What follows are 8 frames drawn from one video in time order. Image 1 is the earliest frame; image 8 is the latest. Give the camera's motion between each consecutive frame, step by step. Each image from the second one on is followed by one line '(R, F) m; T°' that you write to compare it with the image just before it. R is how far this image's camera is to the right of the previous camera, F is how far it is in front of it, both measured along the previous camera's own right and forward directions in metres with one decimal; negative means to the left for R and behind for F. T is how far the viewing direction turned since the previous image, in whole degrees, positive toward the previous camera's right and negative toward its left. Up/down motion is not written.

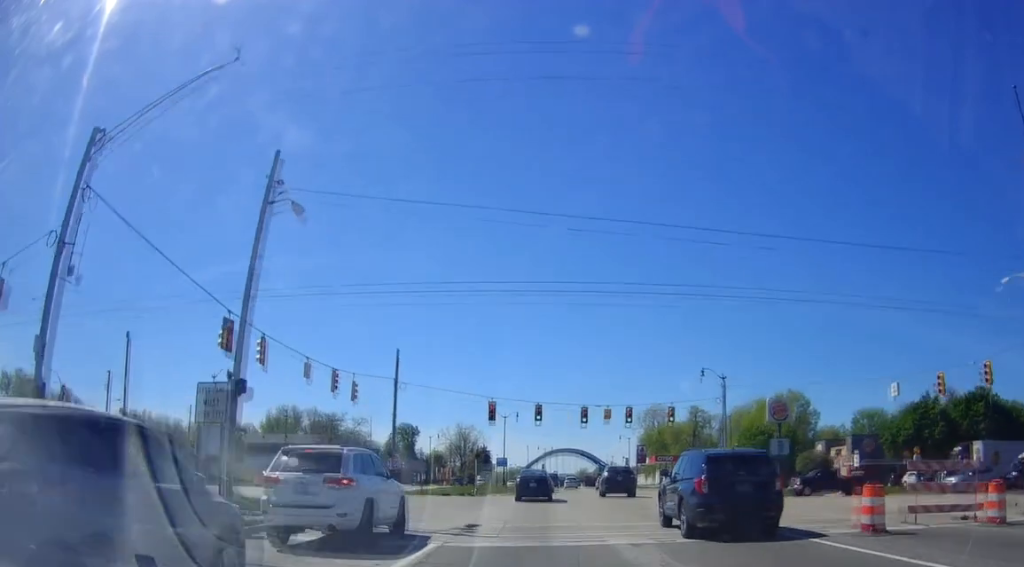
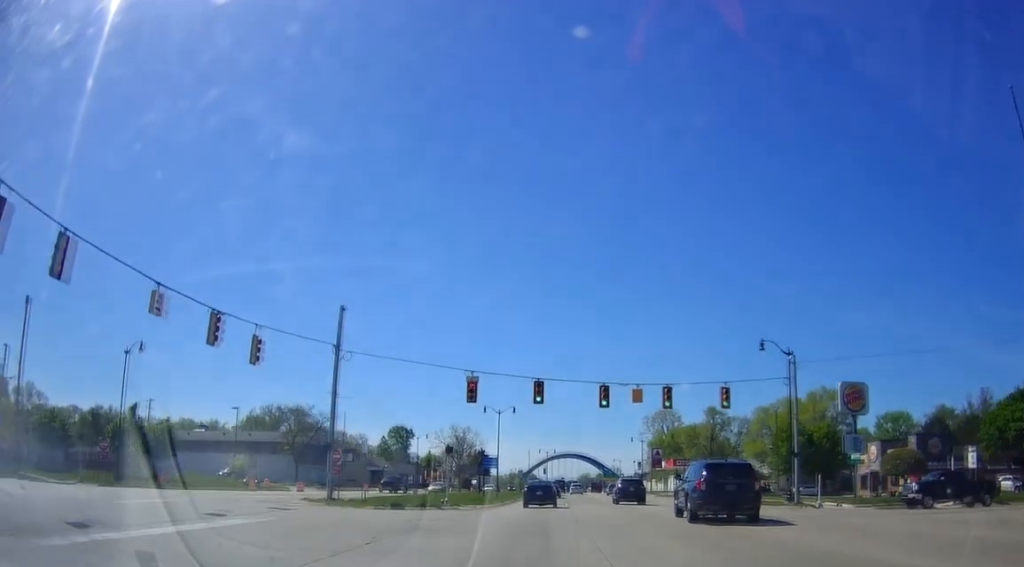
(+0.1, +16.9) m; 0°
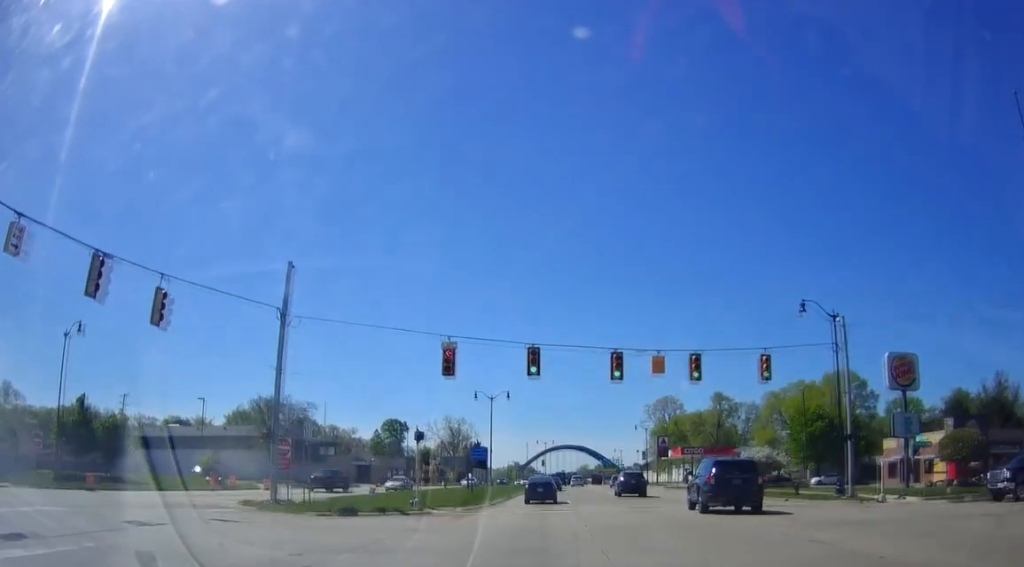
(0.0, +8.4) m; -1°
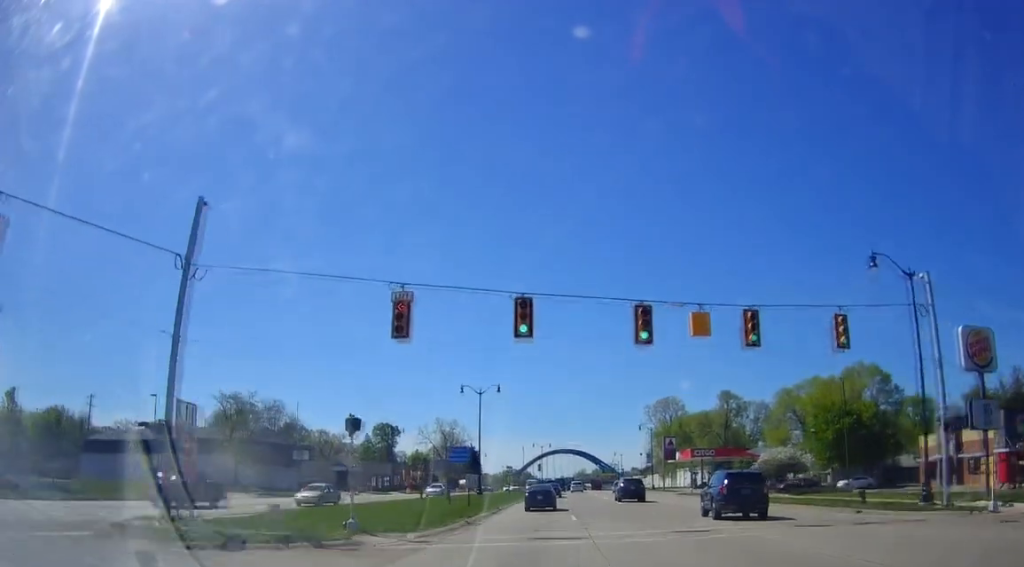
(0.0, +9.5) m; -1°
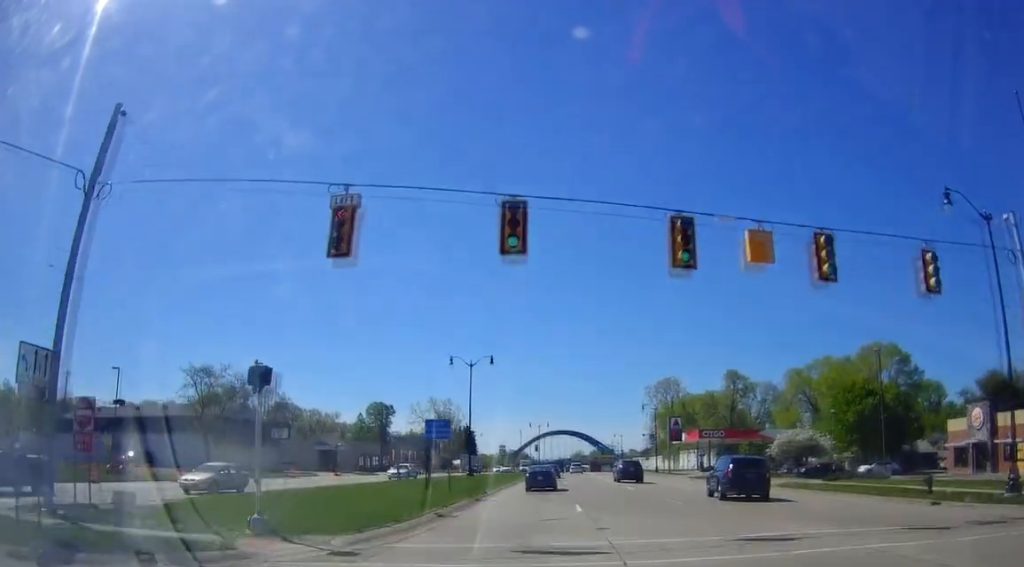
(-0.3, +6.5) m; 0°
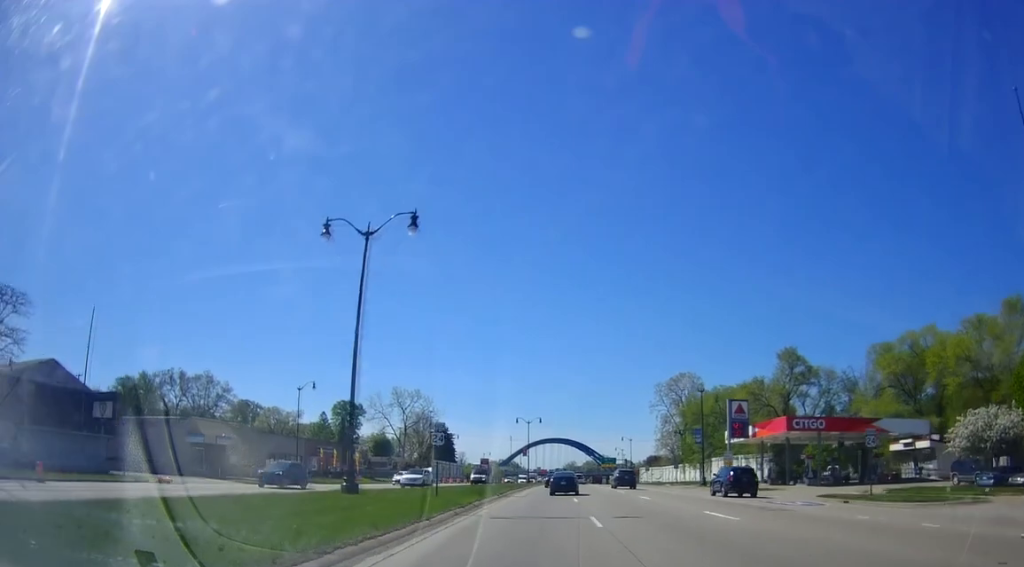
(+0.9, +34.4) m; +4°
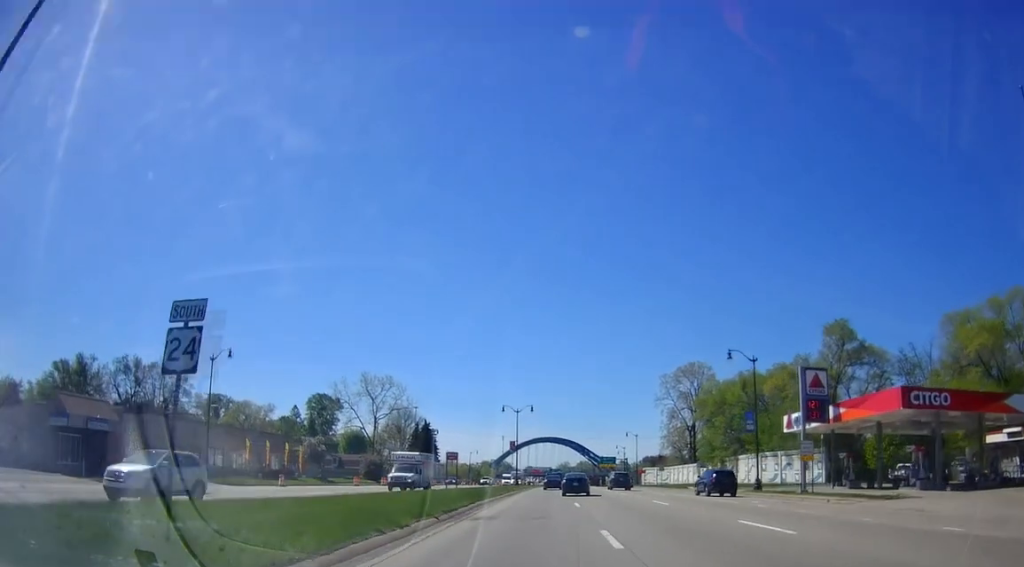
(+0.5, +18.5) m; +1°
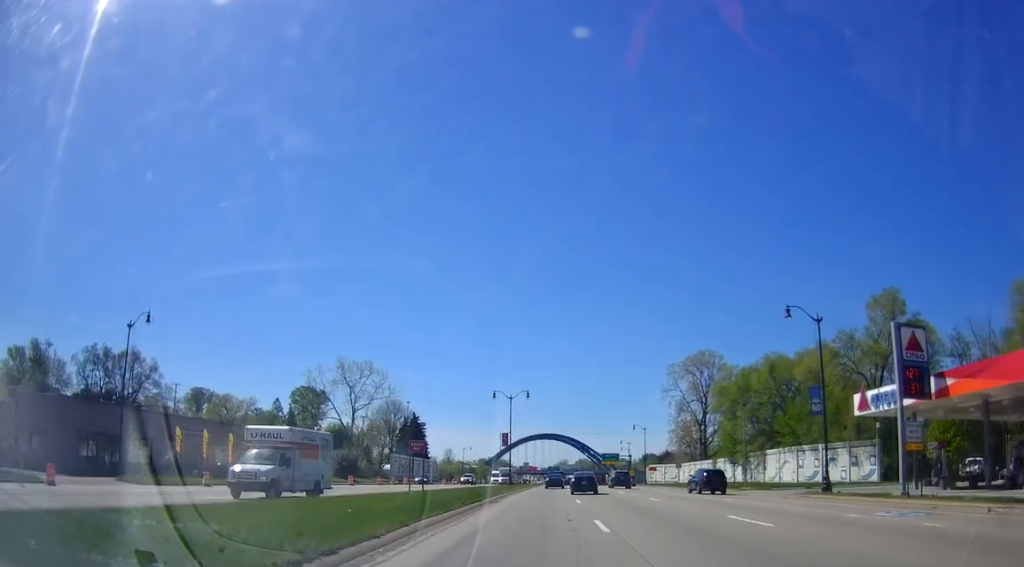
(0.0, +11.4) m; -1°
